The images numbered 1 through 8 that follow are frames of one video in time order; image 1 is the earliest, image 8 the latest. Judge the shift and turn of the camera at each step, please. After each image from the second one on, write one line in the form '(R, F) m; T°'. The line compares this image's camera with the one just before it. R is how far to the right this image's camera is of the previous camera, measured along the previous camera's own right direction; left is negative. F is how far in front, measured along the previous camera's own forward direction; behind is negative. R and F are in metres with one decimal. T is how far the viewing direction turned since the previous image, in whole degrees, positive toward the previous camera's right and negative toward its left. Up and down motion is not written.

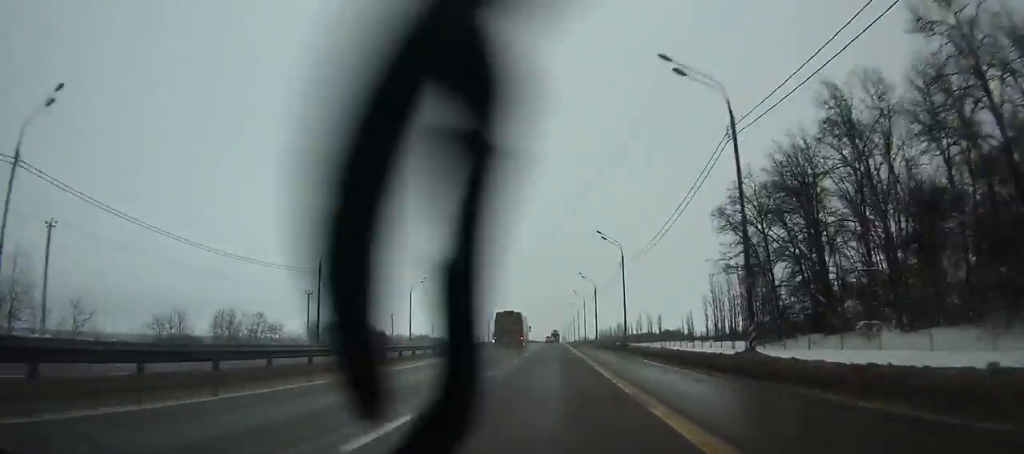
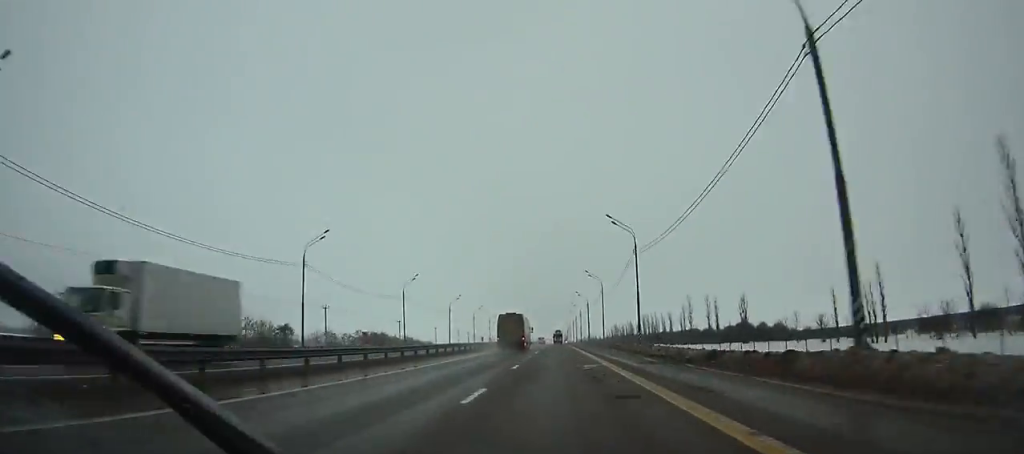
(-0.3, +76.8) m; 0°
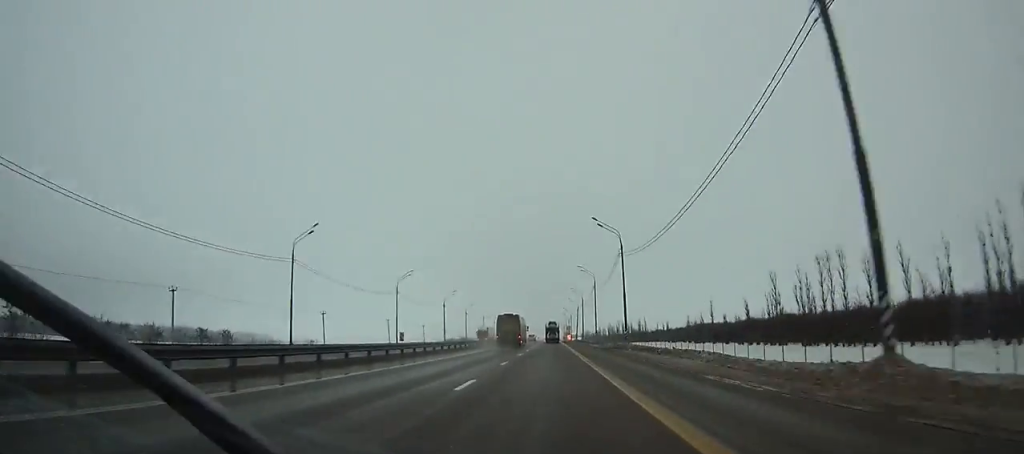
(-0.4, +214.7) m; 0°
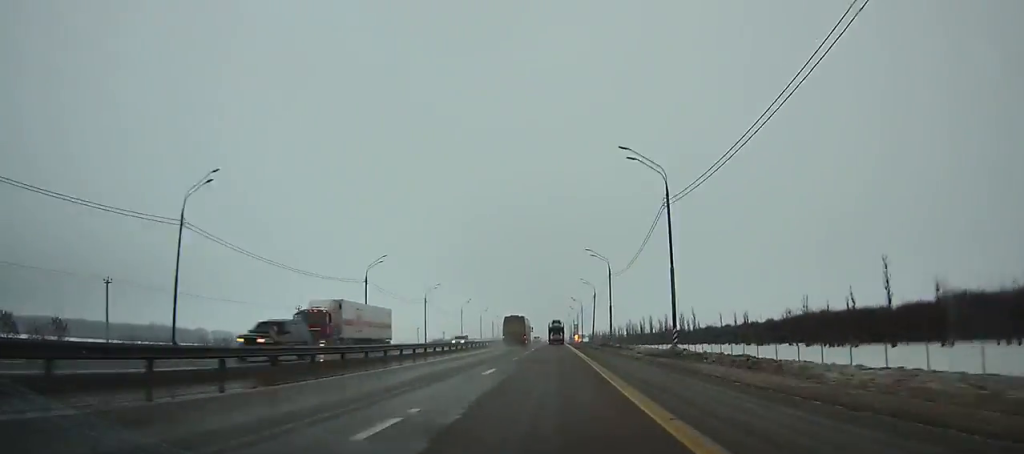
(+0.1, +53.1) m; 0°
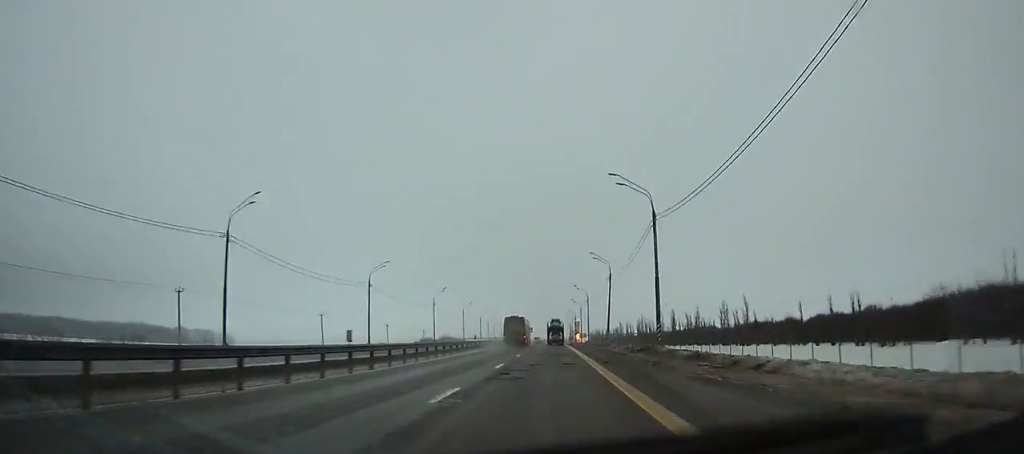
(-0.2, +29.8) m; 0°
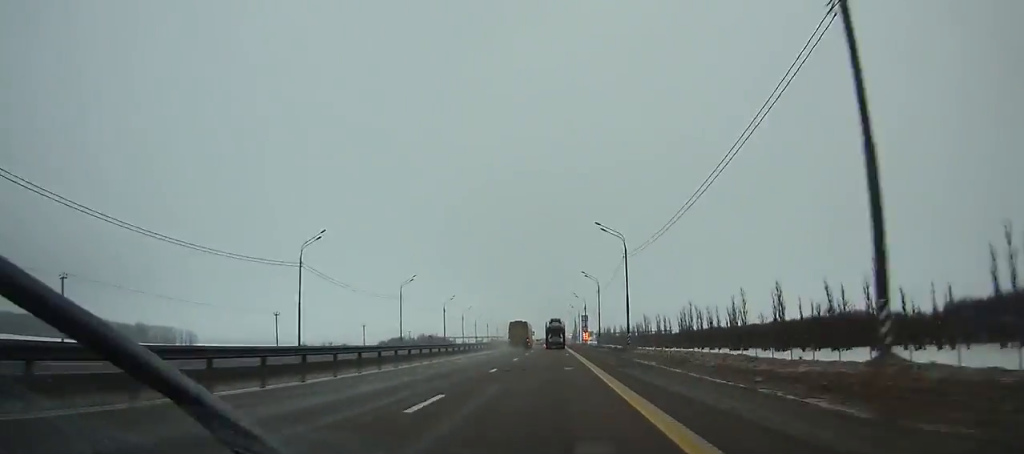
(-0.2, +59.3) m; 0°
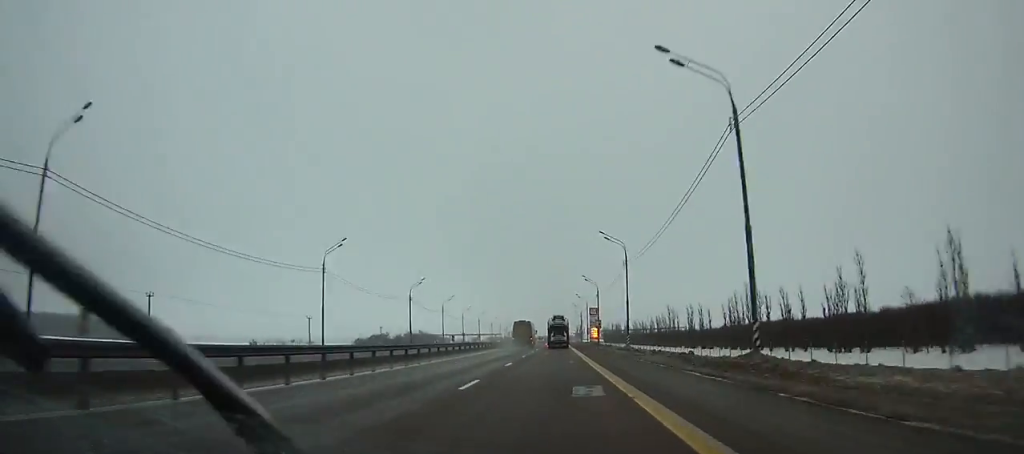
(0.0, +29.4) m; 0°
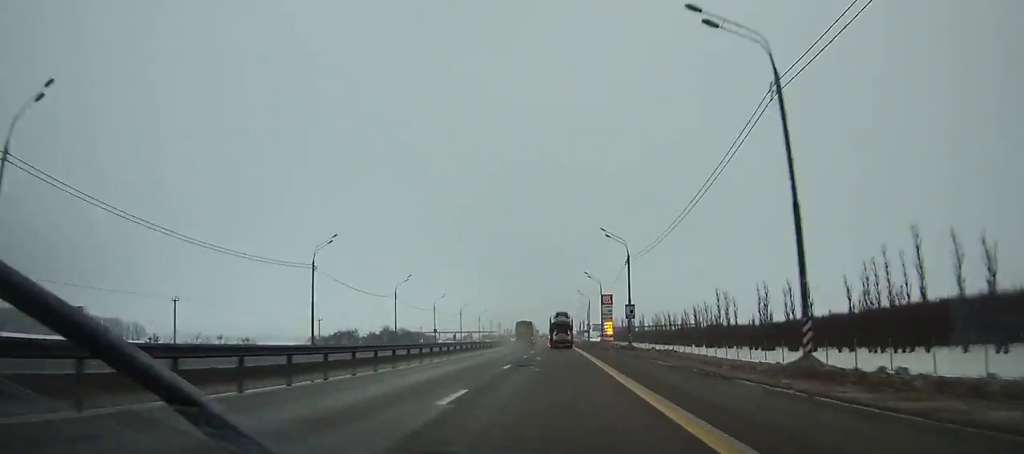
(+0.1, +38.2) m; 0°
